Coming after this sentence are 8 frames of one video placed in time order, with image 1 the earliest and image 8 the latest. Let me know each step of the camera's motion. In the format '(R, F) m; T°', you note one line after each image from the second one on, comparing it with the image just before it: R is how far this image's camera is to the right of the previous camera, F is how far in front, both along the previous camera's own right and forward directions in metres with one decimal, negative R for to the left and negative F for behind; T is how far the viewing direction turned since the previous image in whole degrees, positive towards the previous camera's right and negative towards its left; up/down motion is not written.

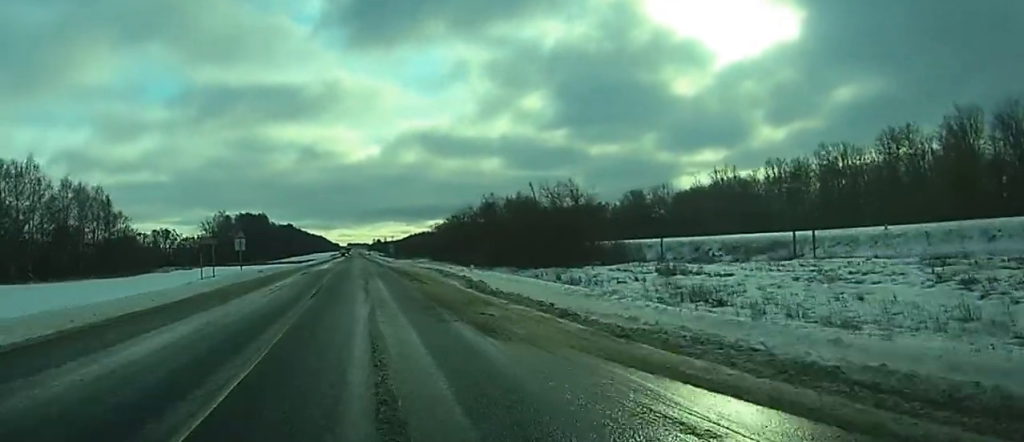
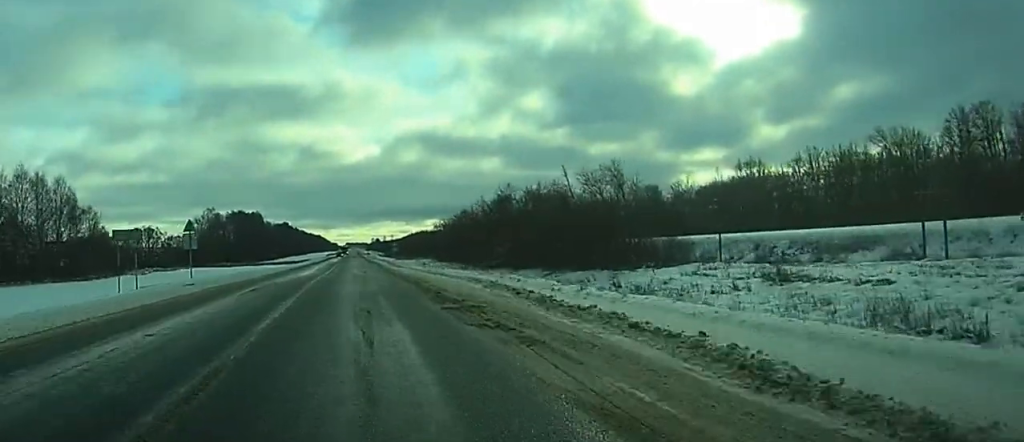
(-0.1, +20.8) m; -2°
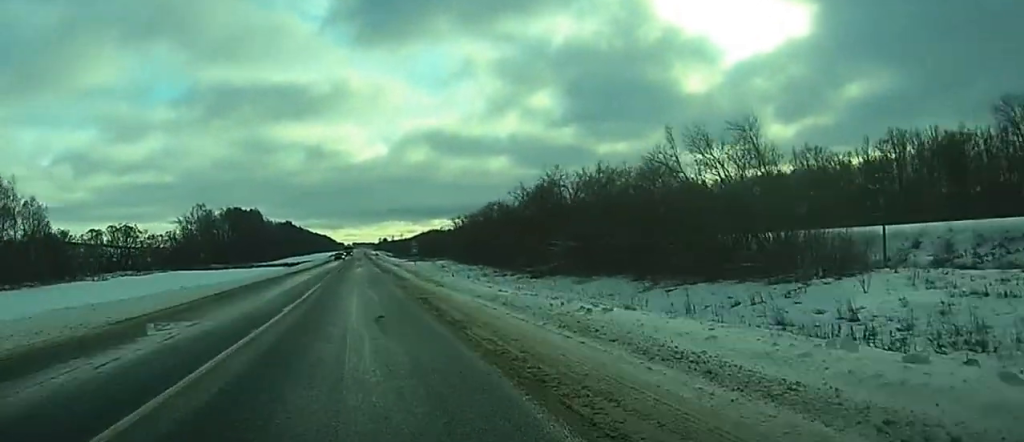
(-1.0, +32.5) m; 0°
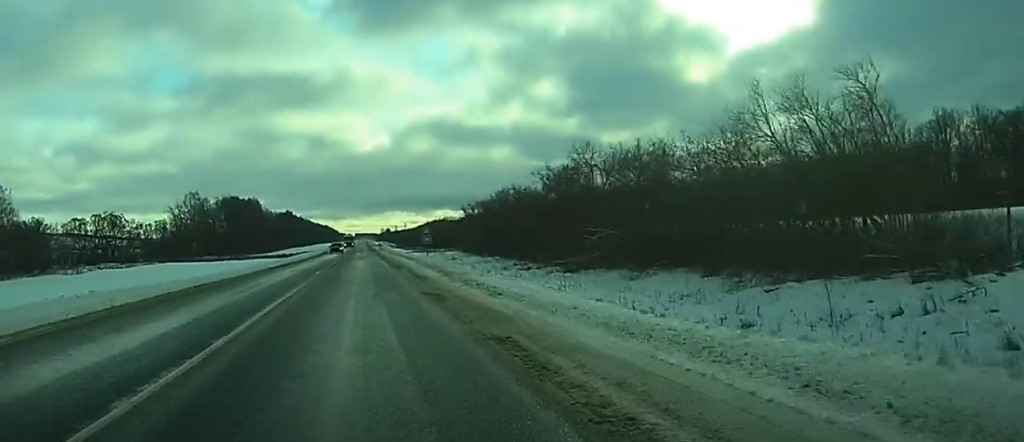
(+0.2, +15.2) m; +1°
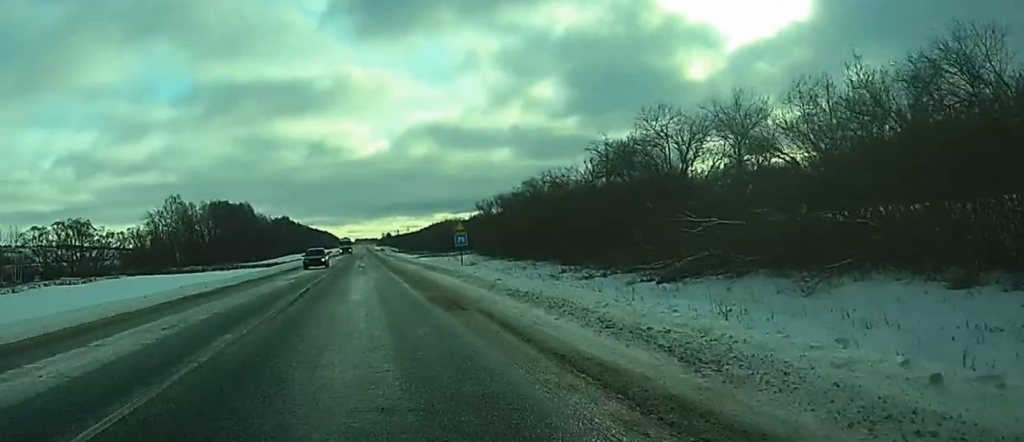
(0.0, +26.3) m; 0°
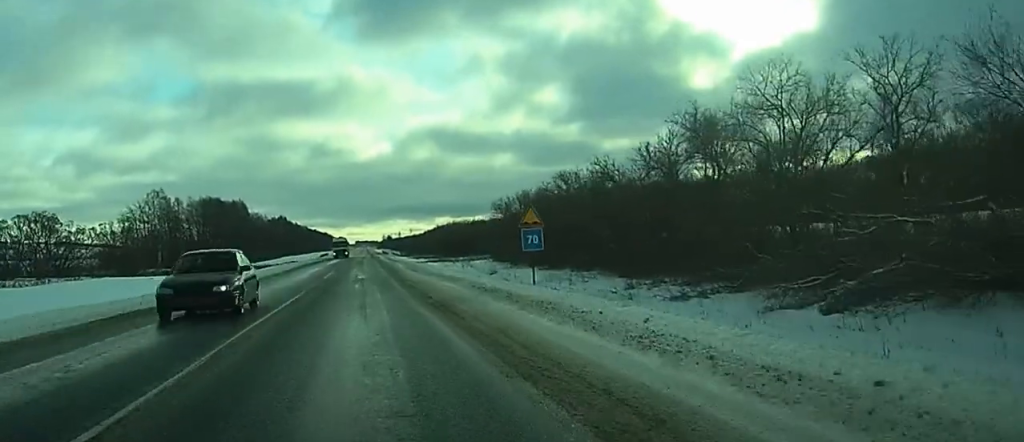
(0.0, +21.3) m; 0°
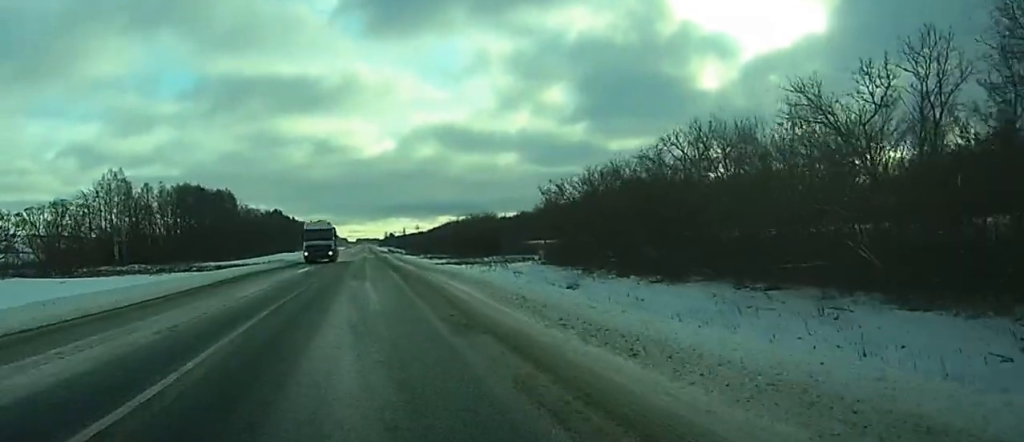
(-0.1, +40.1) m; 0°
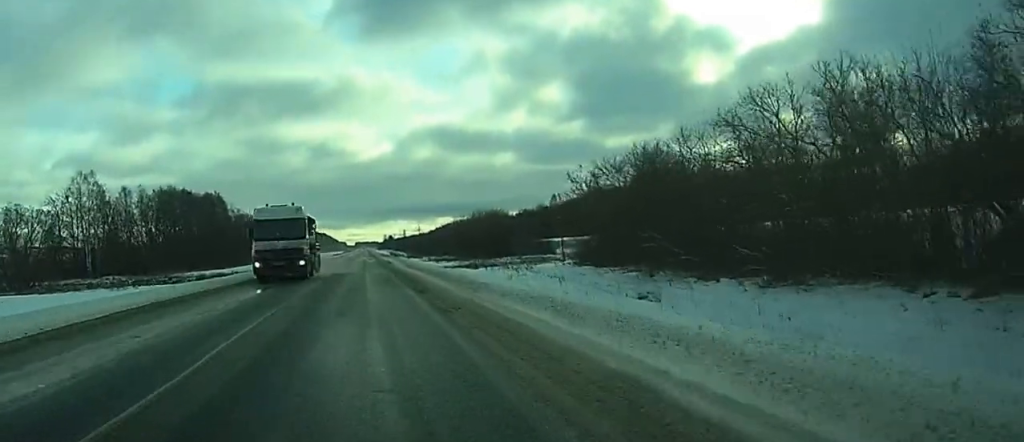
(0.0, +17.9) m; 0°
